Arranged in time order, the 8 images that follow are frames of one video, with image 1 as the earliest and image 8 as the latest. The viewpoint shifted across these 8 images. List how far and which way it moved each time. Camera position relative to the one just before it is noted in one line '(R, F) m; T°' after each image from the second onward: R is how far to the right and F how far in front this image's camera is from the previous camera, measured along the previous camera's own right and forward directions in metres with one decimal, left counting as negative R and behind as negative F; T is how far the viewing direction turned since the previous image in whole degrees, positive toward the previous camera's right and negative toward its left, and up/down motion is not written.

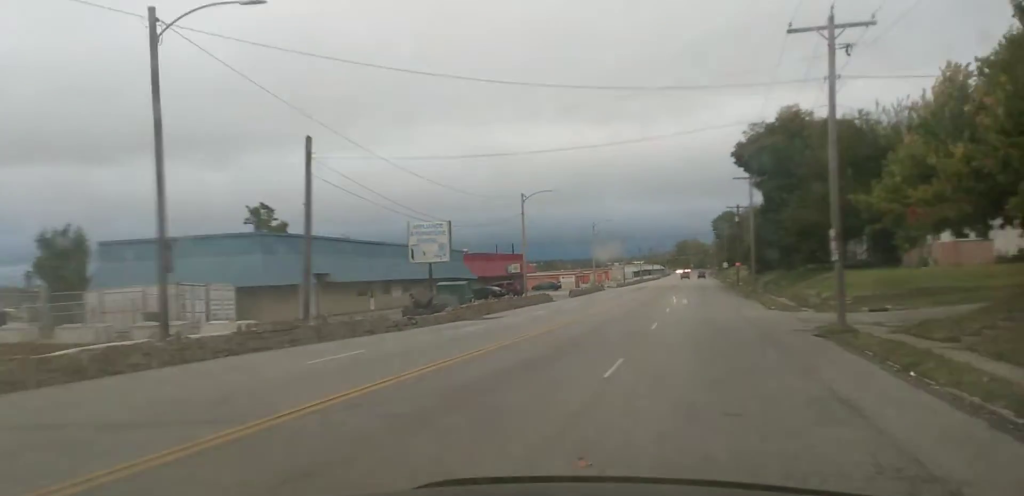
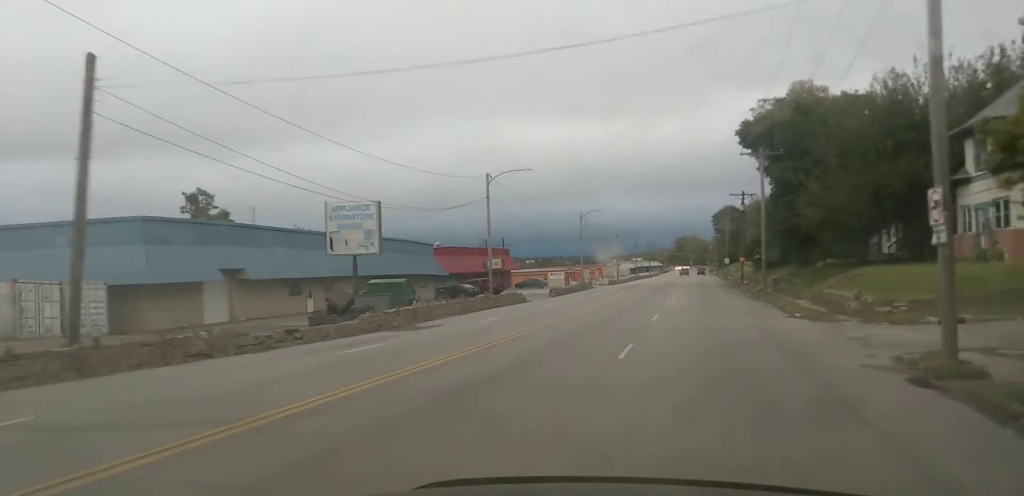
(+0.1, +9.9) m; +1°
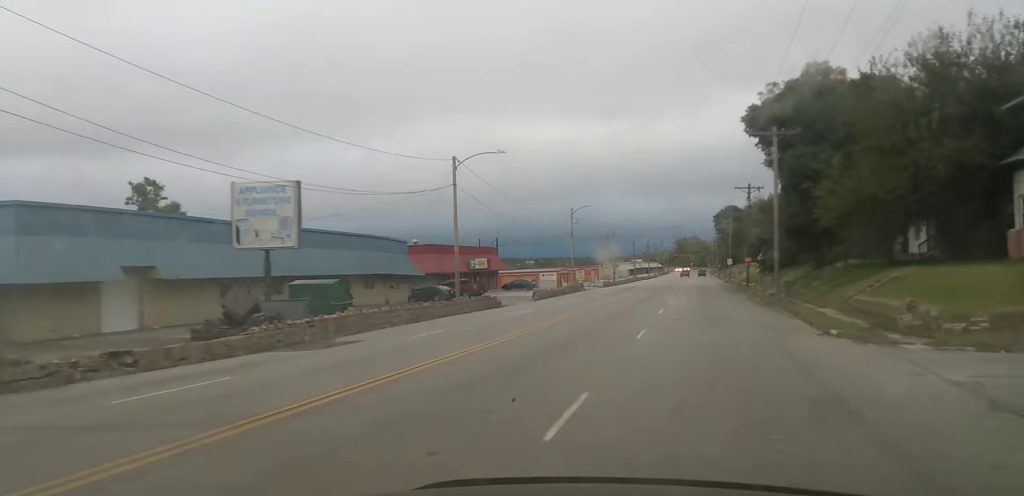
(0.0, +8.7) m; +1°
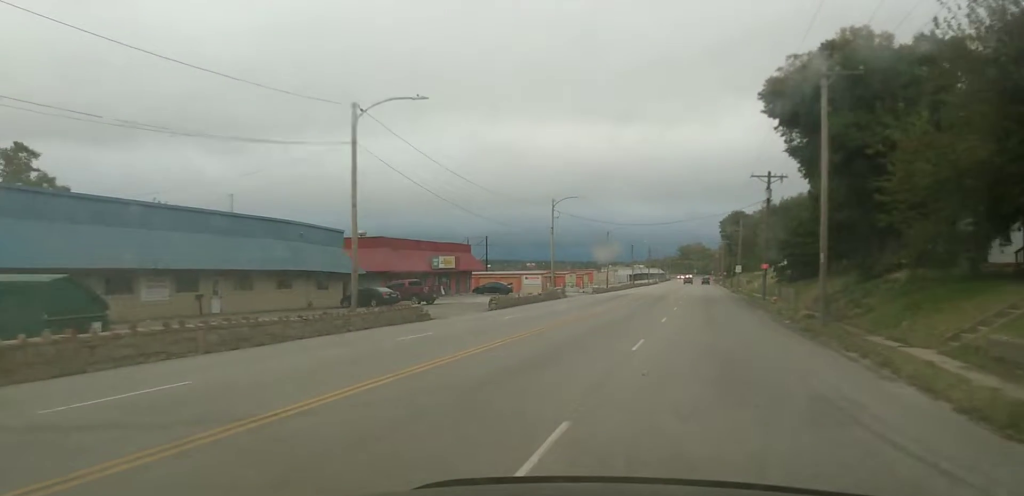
(+0.4, +13.2) m; 0°
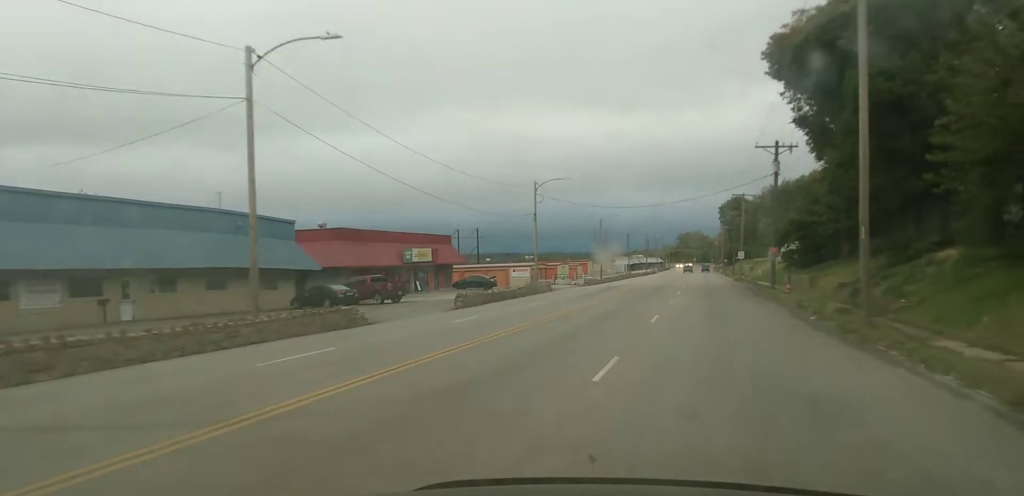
(-0.1, +6.7) m; 0°
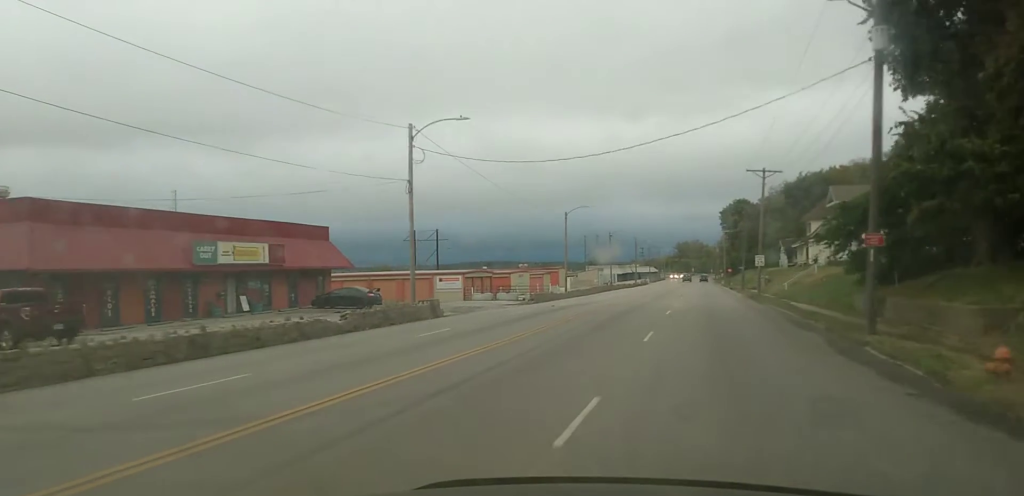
(-0.3, +28.2) m; -1°
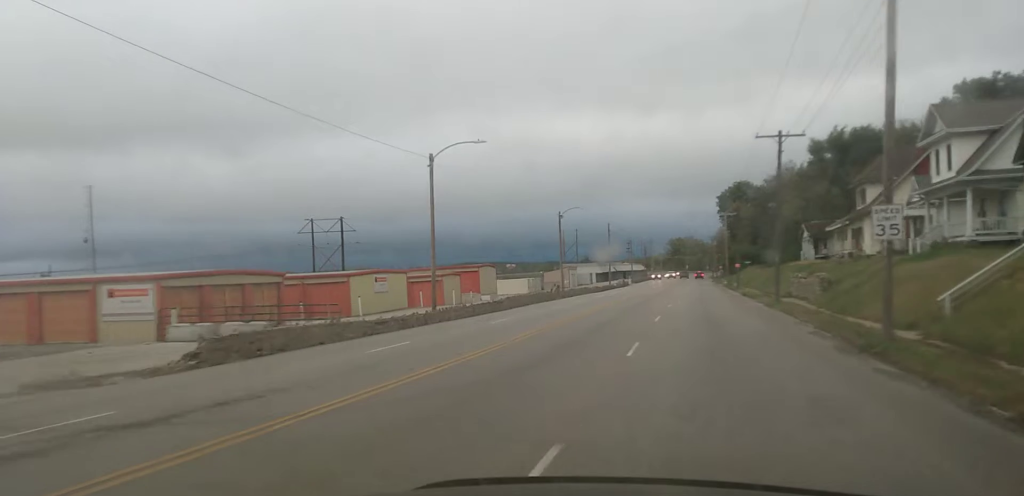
(0.0, +40.2) m; 0°
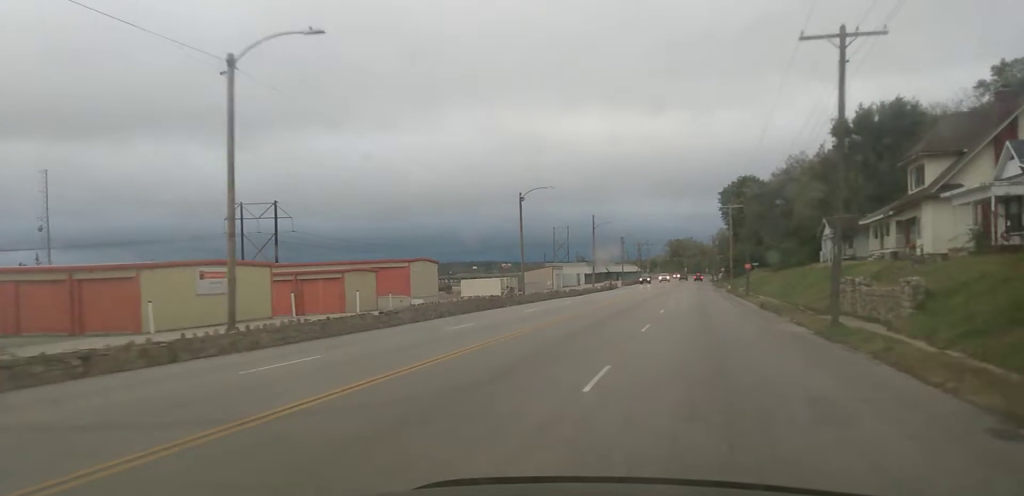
(-0.1, +18.7) m; 0°
